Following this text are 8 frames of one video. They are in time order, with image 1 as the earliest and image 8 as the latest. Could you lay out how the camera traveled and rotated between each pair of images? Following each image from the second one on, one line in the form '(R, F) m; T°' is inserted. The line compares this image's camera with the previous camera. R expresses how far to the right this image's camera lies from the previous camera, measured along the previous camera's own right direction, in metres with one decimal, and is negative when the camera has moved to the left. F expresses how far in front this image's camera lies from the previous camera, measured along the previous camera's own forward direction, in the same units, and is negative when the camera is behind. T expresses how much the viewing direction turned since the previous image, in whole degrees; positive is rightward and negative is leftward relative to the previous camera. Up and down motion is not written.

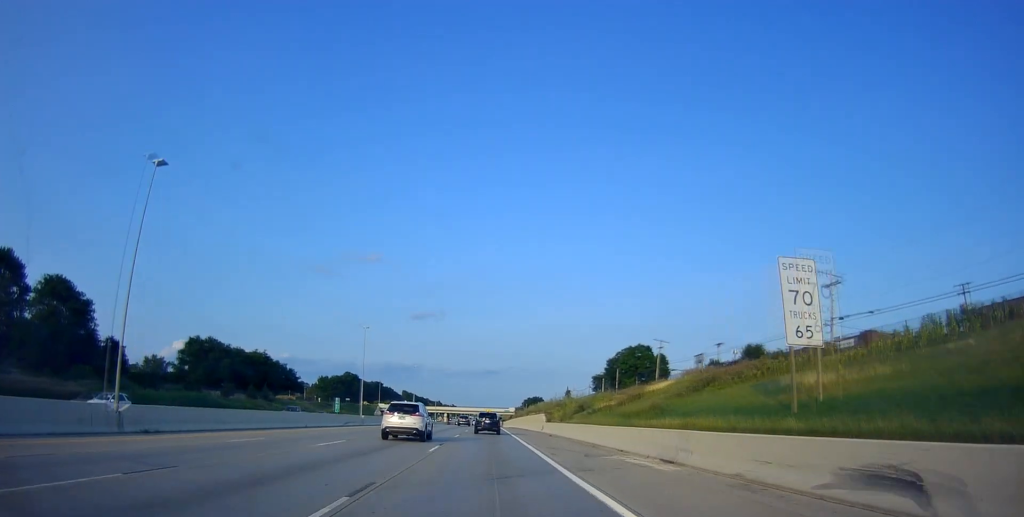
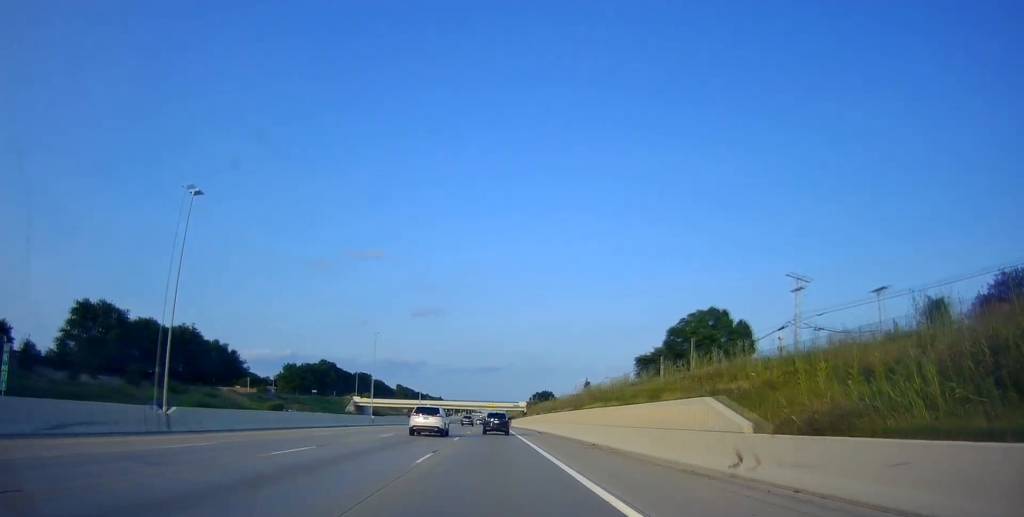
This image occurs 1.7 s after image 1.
(0.0, +51.0) m; 0°
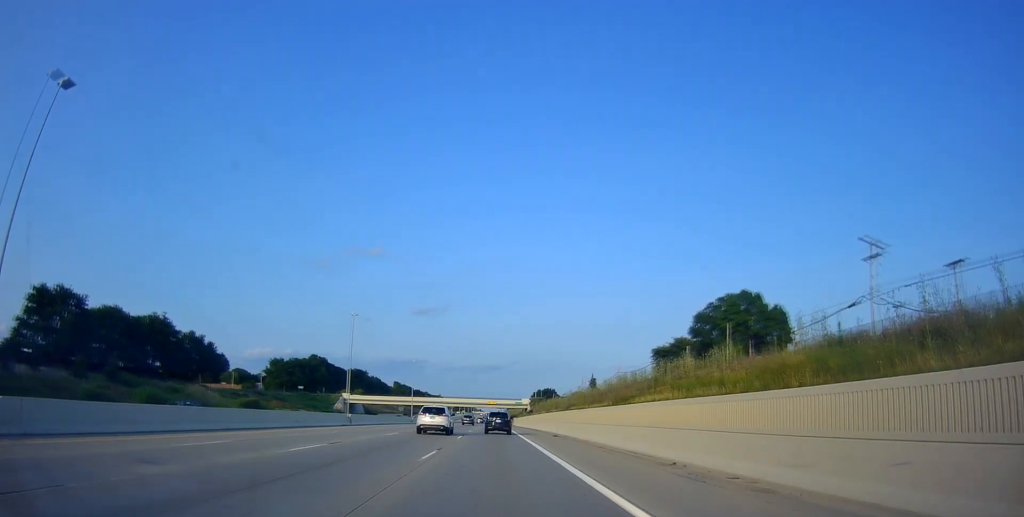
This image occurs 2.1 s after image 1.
(0.0, +14.3) m; 0°
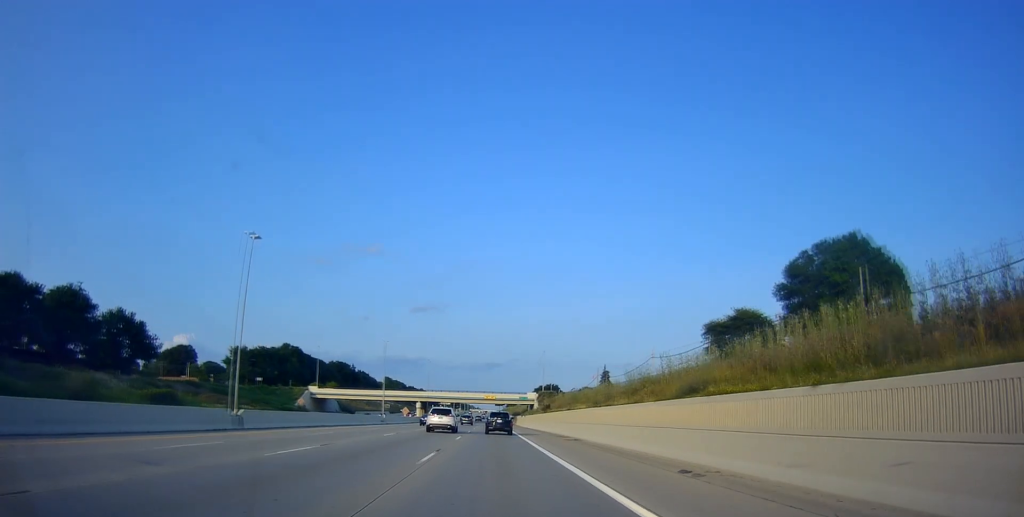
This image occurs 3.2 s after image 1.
(0.0, +31.8) m; -1°
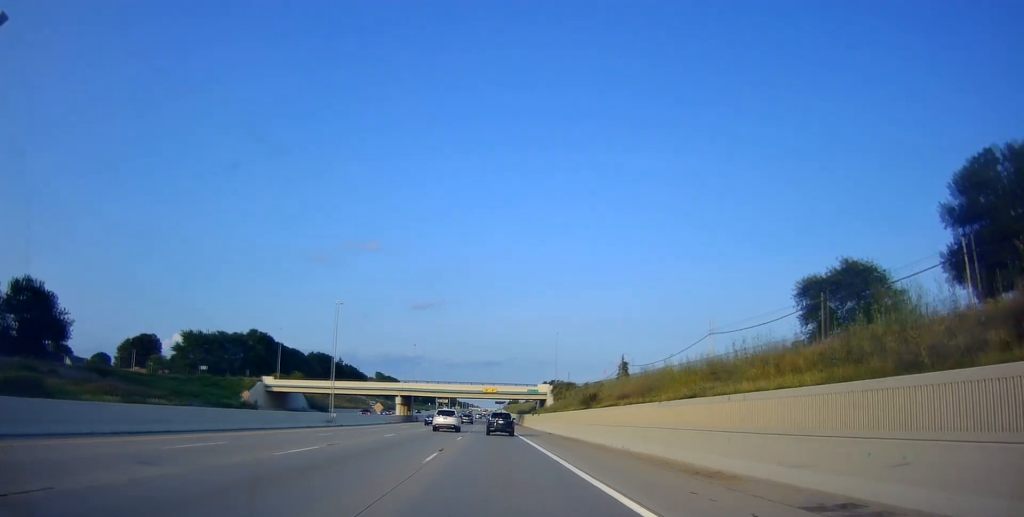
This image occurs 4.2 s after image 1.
(-0.6, +30.6) m; +1°
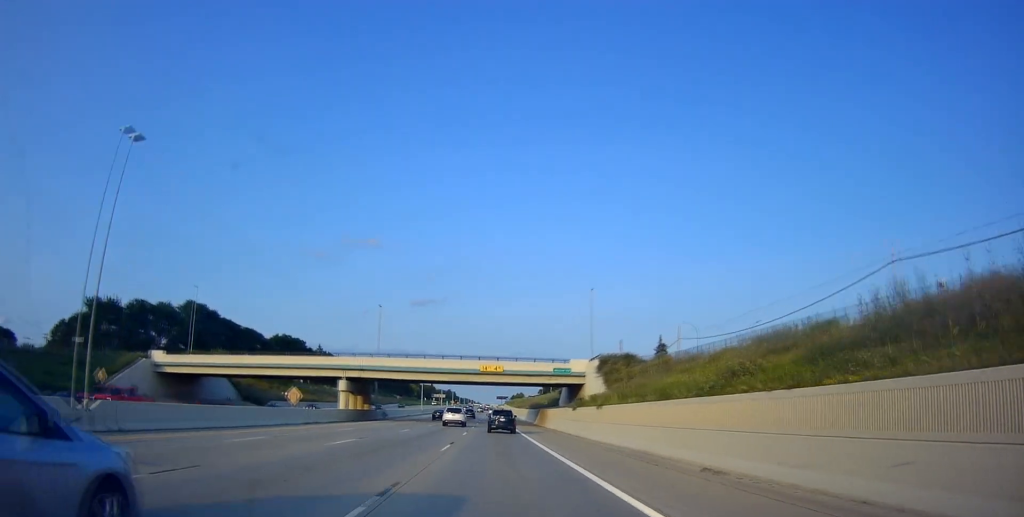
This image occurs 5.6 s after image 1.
(+0.7, +42.5) m; 0°
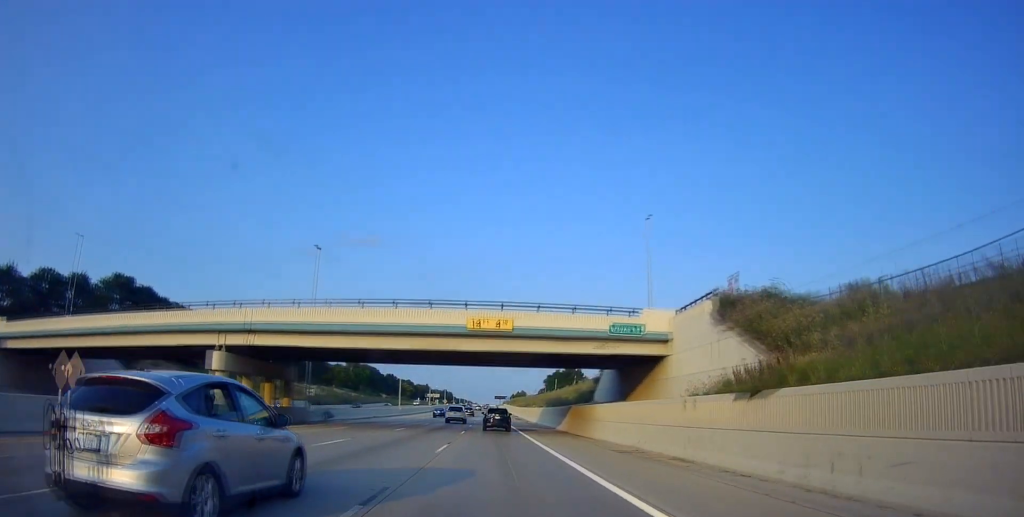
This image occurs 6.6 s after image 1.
(-0.4, +32.2) m; 0°
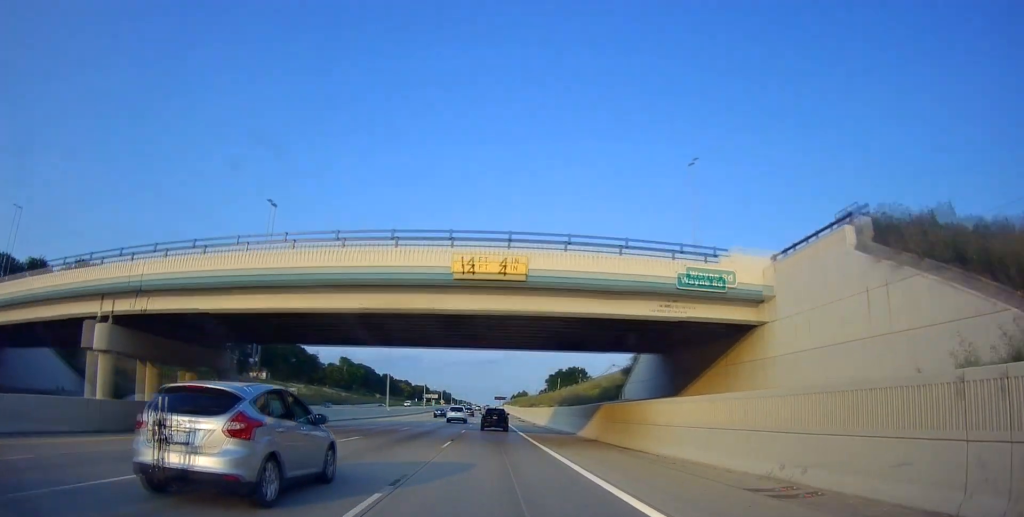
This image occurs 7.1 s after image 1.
(+0.1, +13.1) m; 0°
